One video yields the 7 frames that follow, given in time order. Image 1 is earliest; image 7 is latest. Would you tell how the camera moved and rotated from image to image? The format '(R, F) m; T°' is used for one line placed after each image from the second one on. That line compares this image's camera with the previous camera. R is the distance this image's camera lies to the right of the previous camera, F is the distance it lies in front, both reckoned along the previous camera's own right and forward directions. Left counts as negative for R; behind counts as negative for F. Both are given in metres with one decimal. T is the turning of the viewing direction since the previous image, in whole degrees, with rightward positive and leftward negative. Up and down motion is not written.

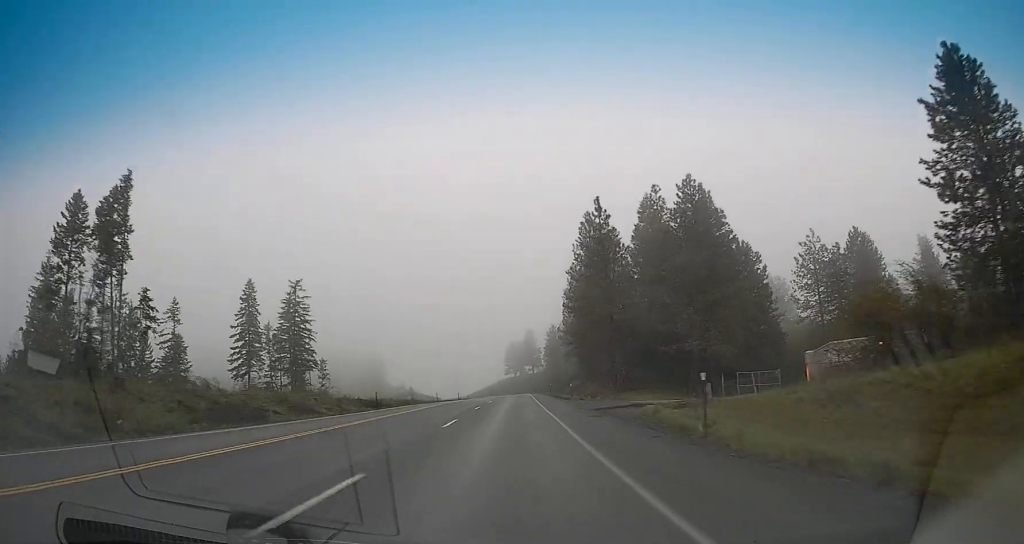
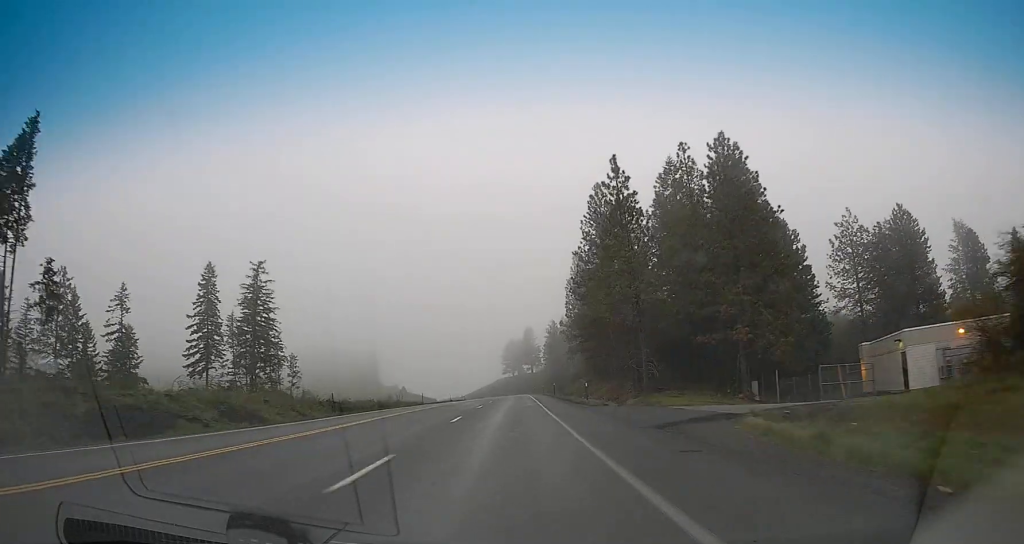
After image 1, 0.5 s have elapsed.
(0.0, +12.5) m; 0°
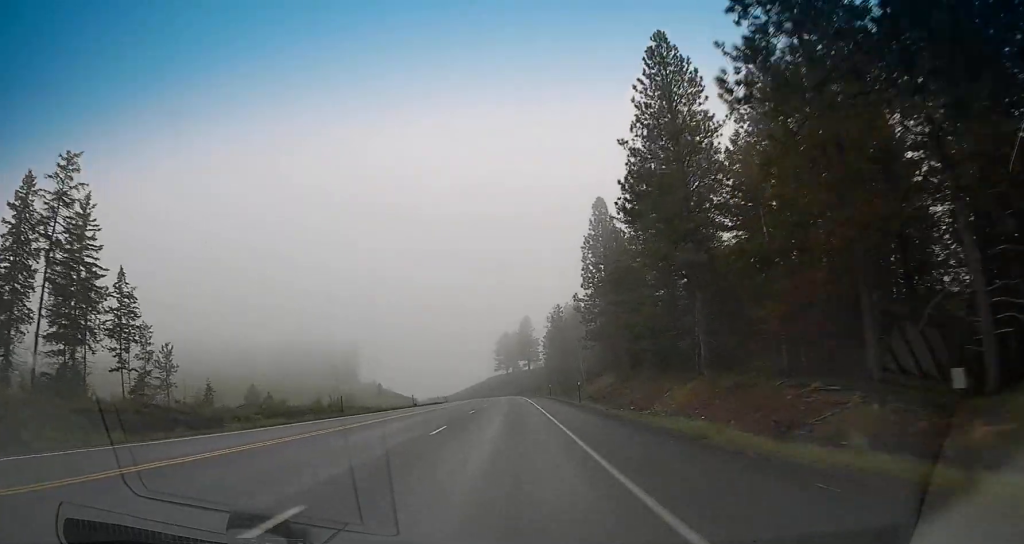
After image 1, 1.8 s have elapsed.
(0.0, +34.7) m; +1°
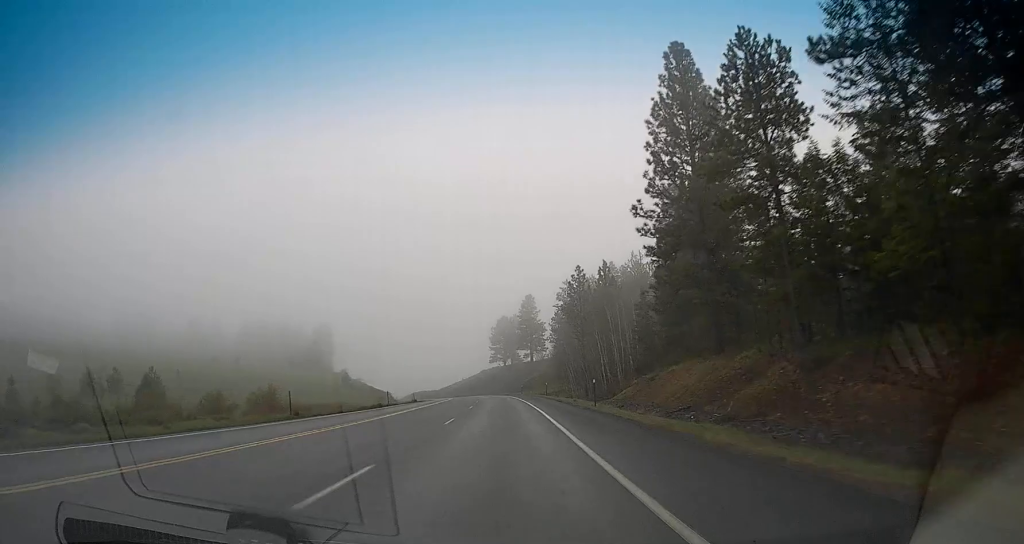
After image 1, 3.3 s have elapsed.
(+0.6, +41.1) m; +1°
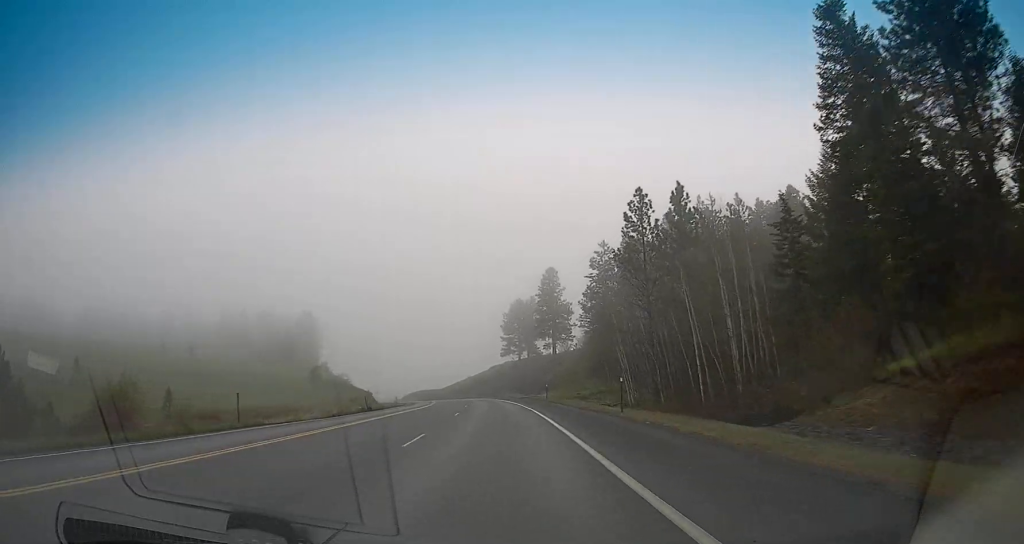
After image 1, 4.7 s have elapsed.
(-0.8, +38.4) m; -2°
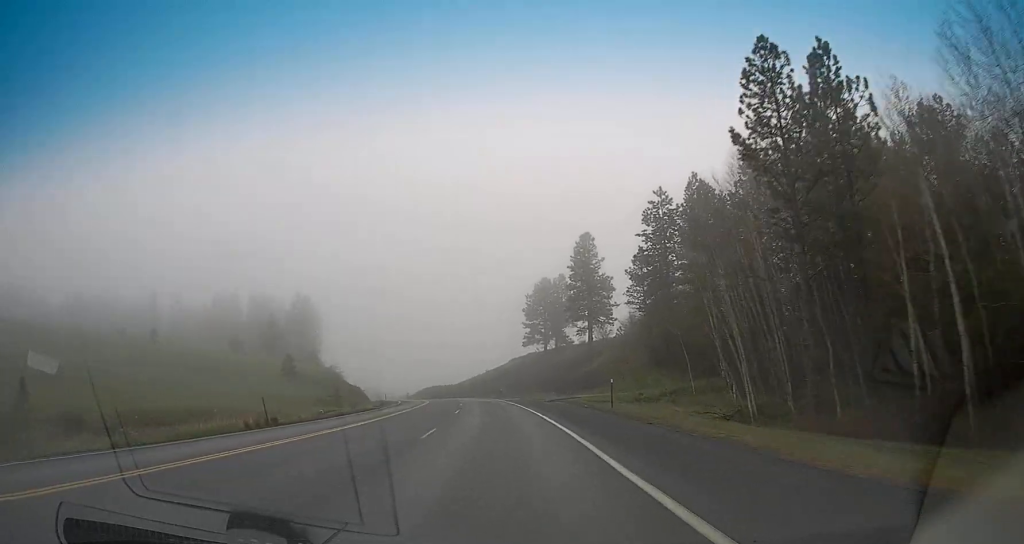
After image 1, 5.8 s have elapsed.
(-0.4, +27.9) m; -1°
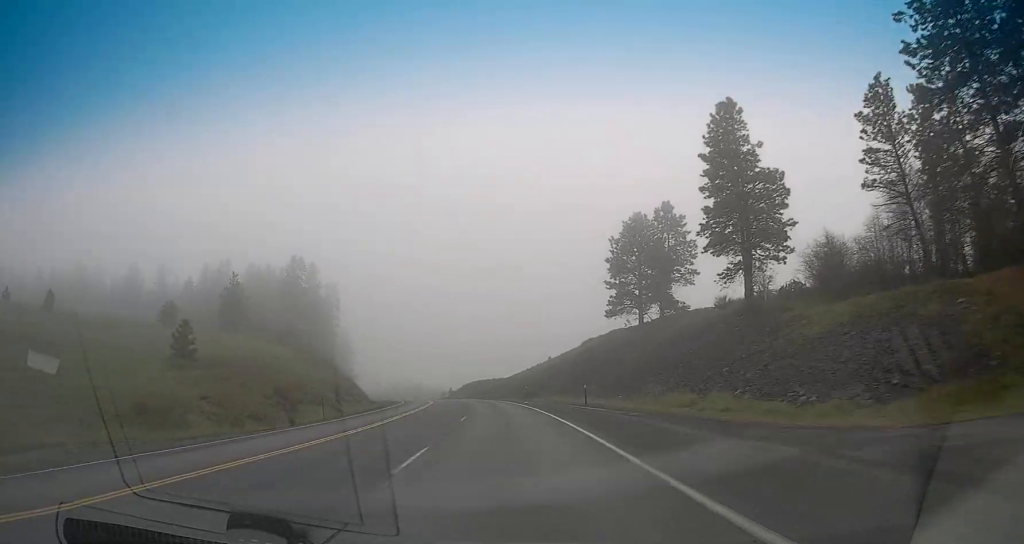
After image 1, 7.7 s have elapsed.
(-1.1, +51.5) m; -3°
